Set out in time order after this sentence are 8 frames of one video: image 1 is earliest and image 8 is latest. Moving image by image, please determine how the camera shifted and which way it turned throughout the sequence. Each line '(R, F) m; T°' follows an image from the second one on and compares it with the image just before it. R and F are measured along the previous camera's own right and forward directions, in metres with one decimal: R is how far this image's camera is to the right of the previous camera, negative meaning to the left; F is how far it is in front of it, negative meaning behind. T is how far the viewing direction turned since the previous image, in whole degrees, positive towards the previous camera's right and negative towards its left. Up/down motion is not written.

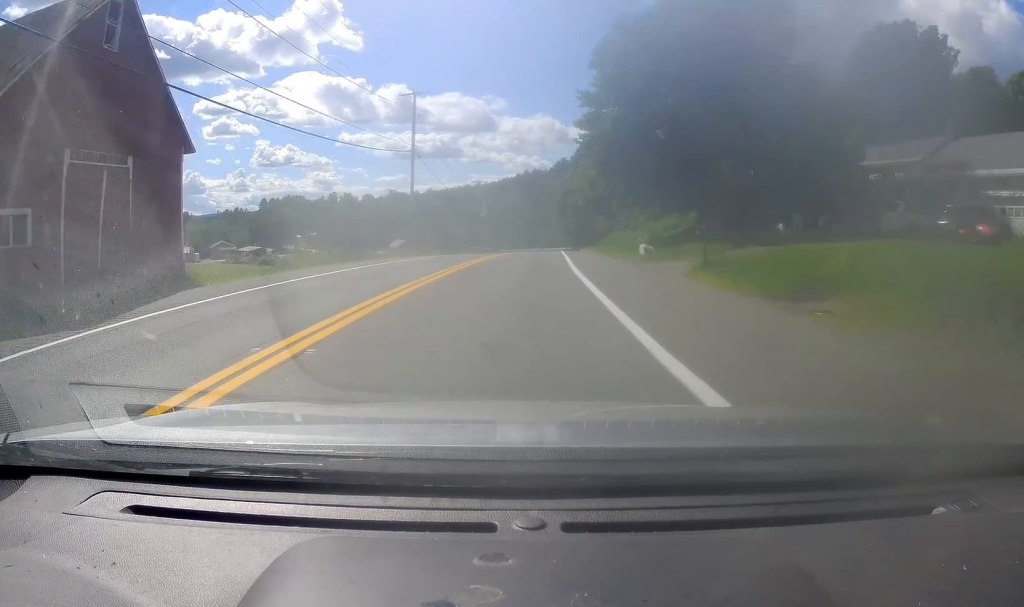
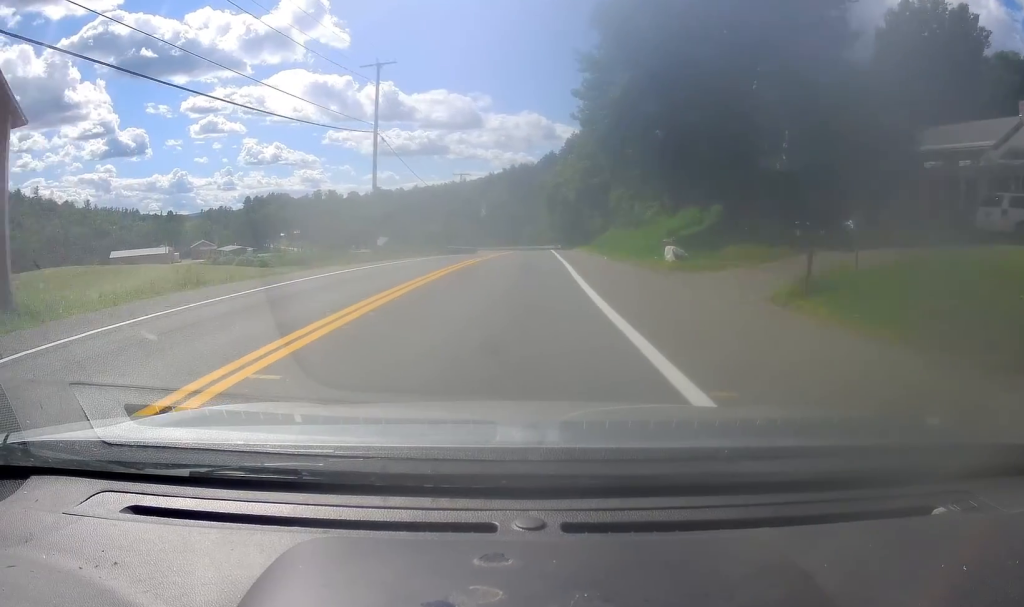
(0.0, +8.8) m; +1°
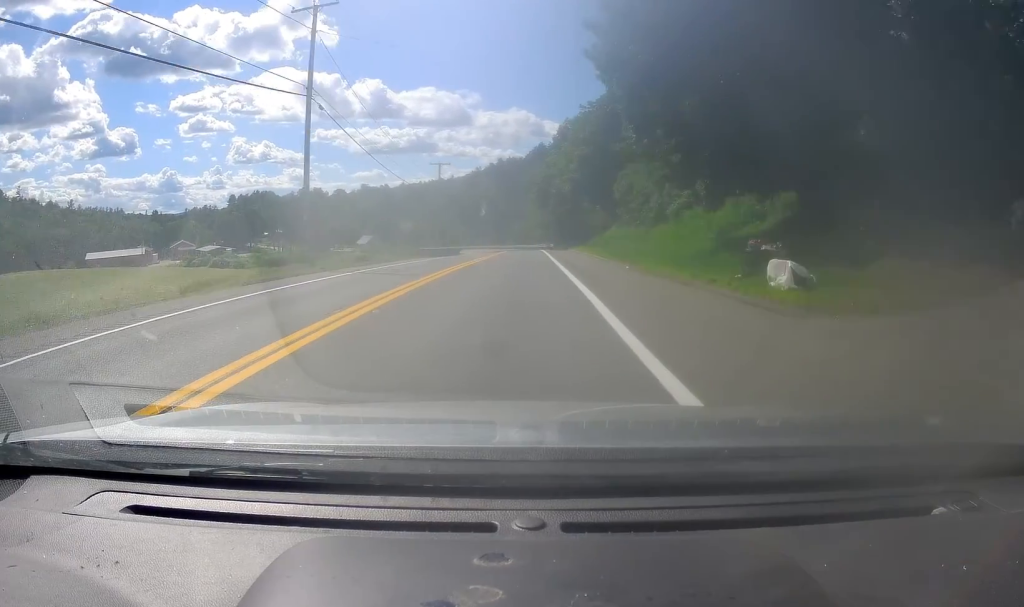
(-0.1, +11.5) m; +1°
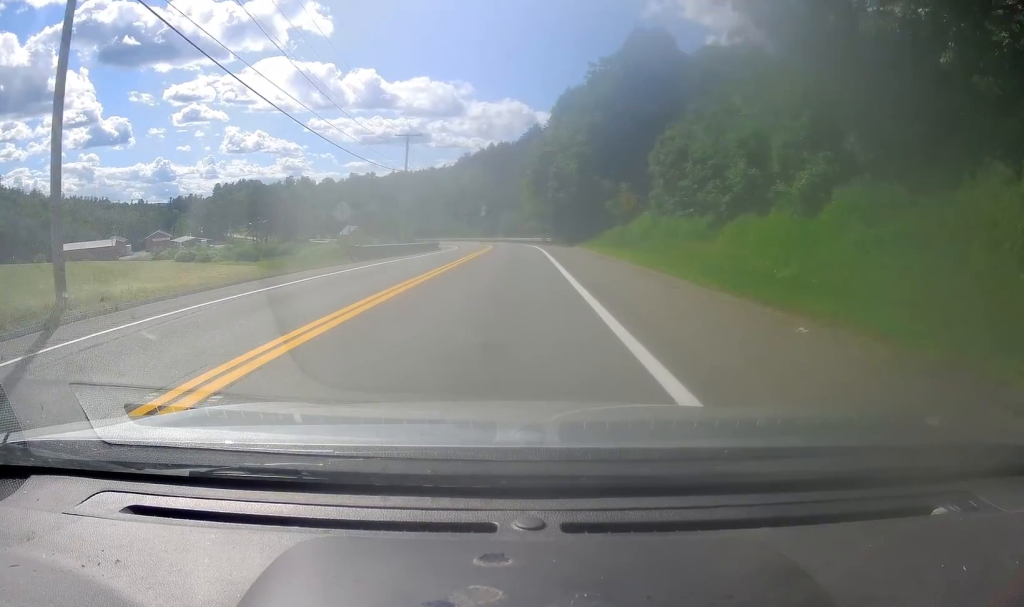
(+0.6, +18.2) m; +3°
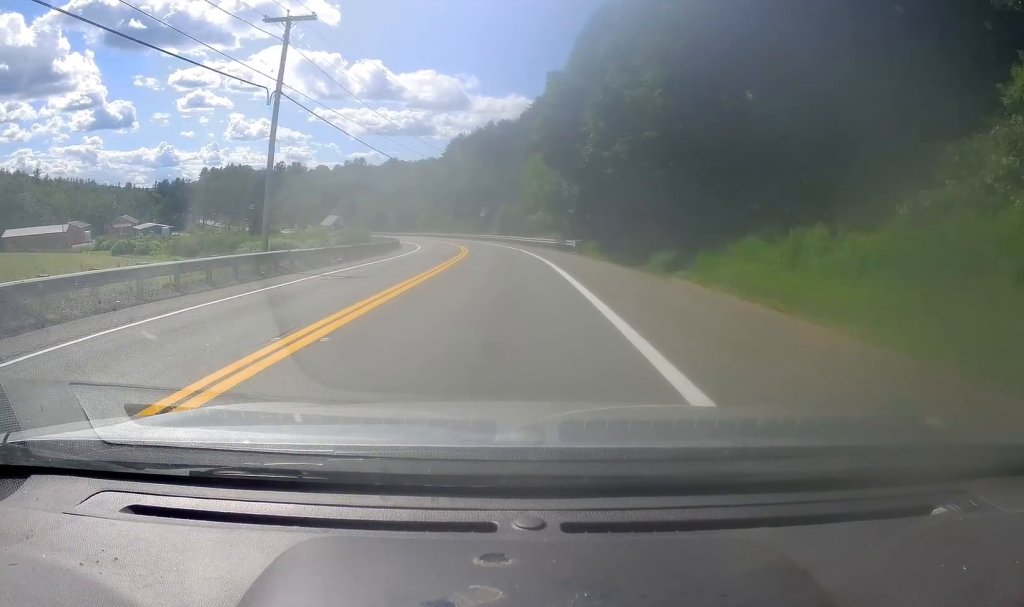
(+0.7, +32.5) m; 0°
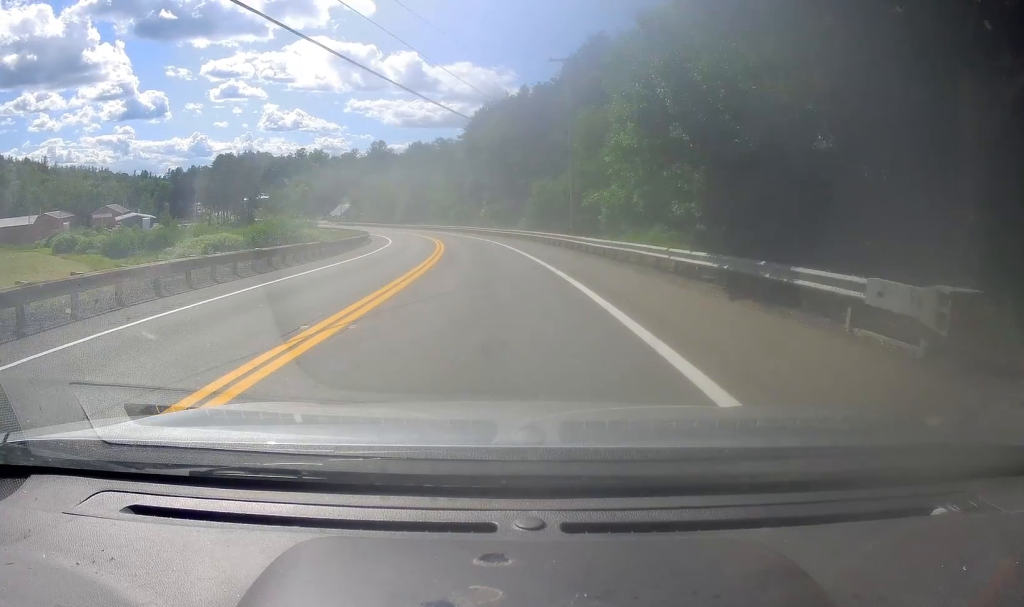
(-0.6, +35.6) m; -4°
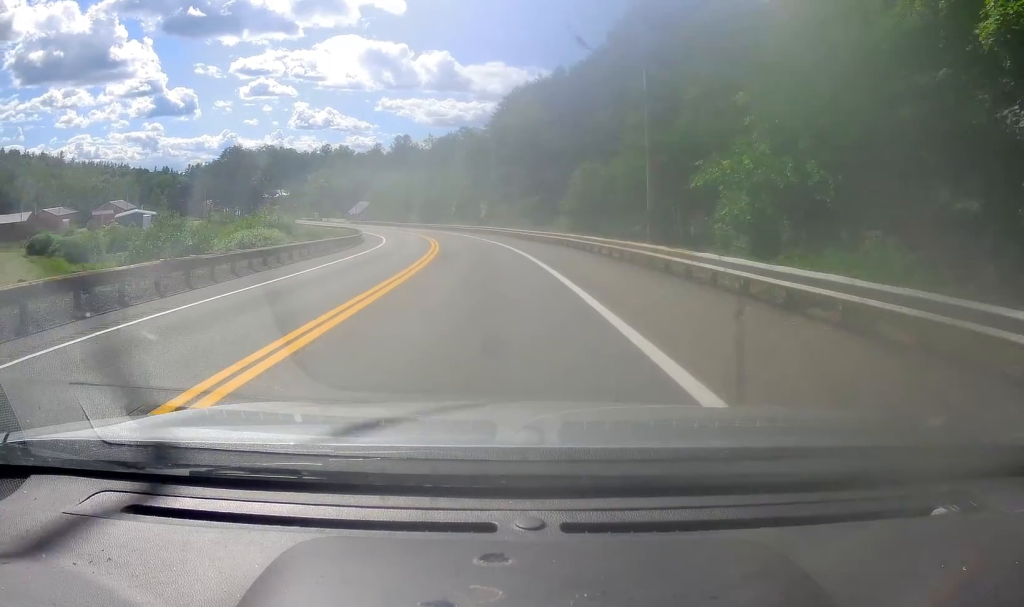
(-0.9, +16.3) m; -2°
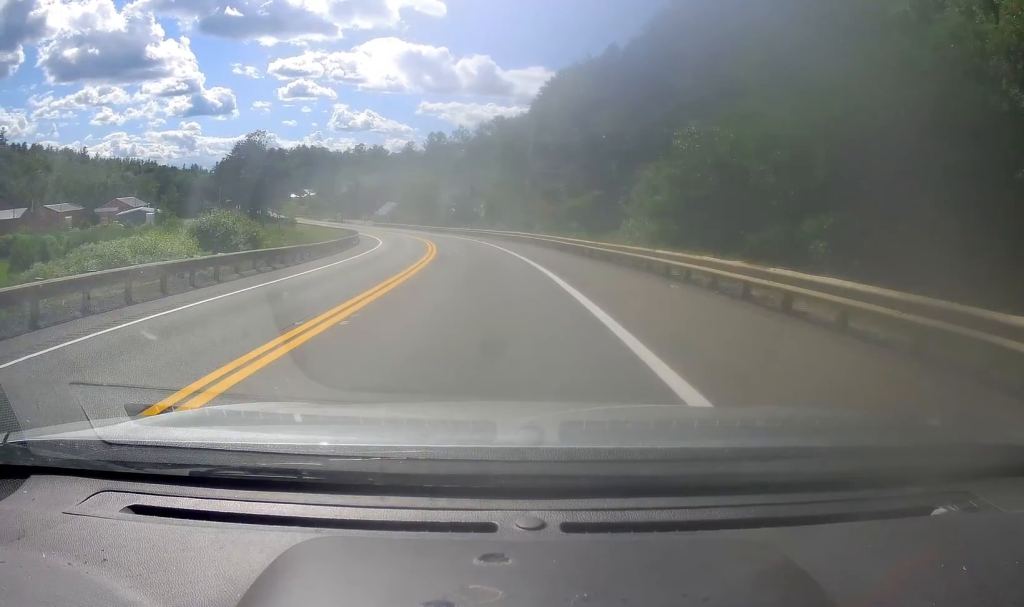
(0.0, +18.9) m; -2°
